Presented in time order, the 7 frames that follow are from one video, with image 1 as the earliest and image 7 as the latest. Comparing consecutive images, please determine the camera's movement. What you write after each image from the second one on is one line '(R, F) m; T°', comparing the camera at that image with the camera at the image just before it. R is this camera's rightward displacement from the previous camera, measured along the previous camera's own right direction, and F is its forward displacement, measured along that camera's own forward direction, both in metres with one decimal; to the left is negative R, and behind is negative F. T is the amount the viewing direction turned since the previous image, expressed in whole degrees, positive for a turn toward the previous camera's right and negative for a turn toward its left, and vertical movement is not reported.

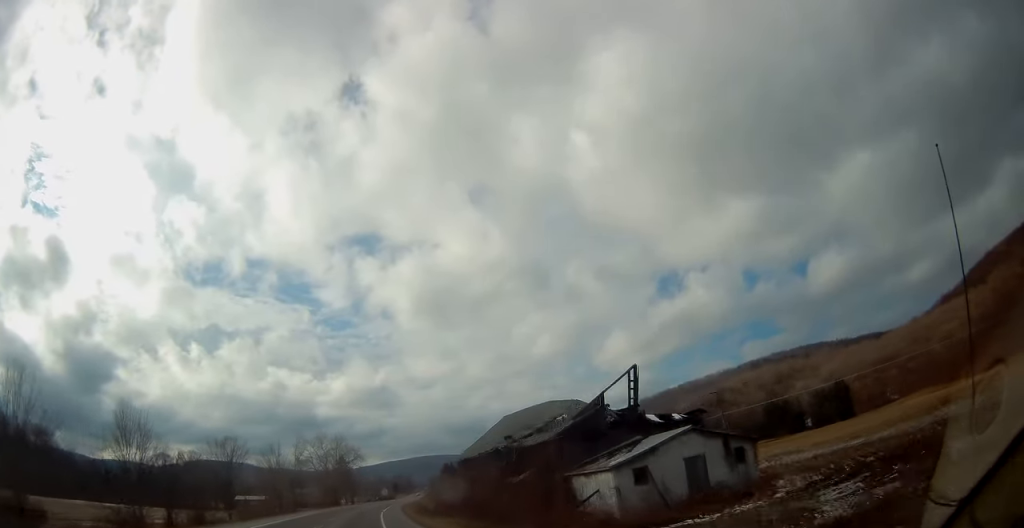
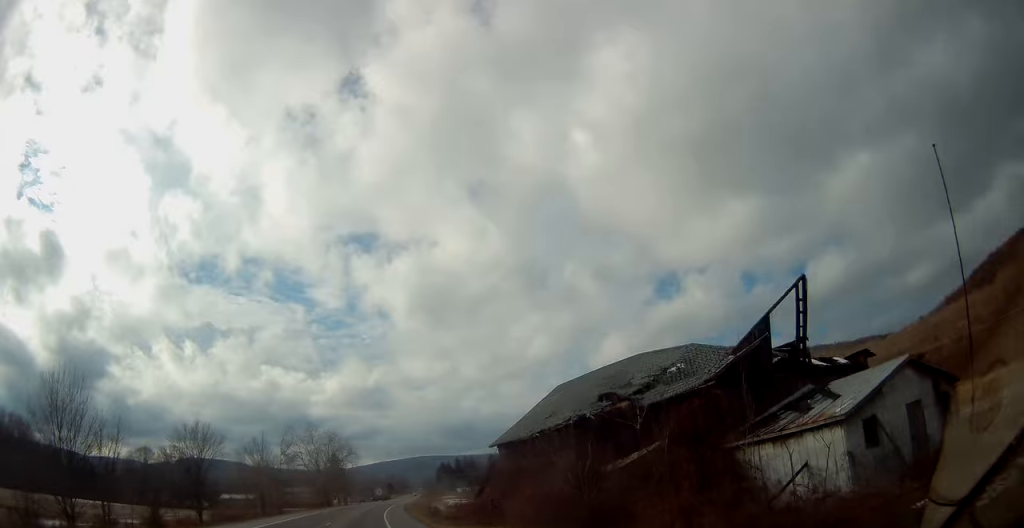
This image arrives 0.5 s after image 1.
(0.0, +13.8) m; +1°
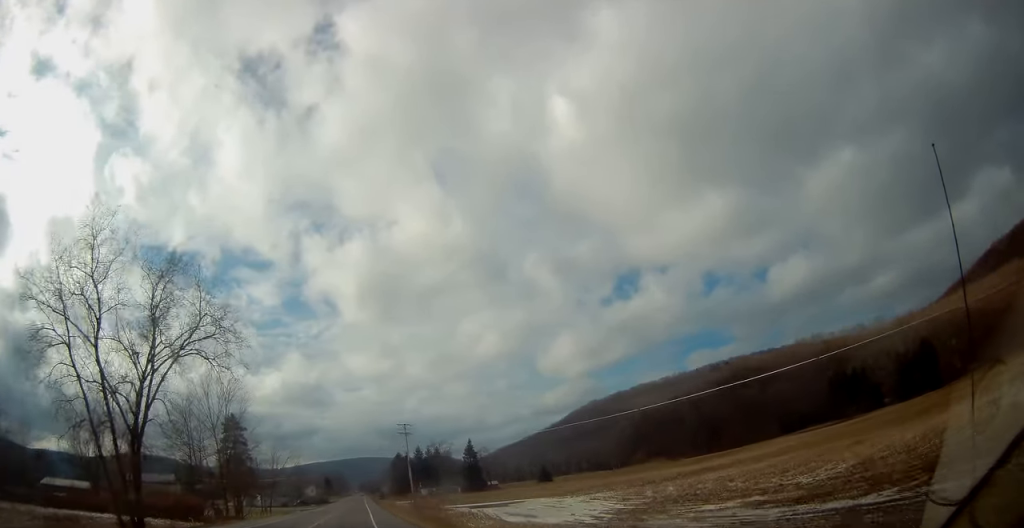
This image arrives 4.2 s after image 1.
(+6.4, +95.3) m; +6°
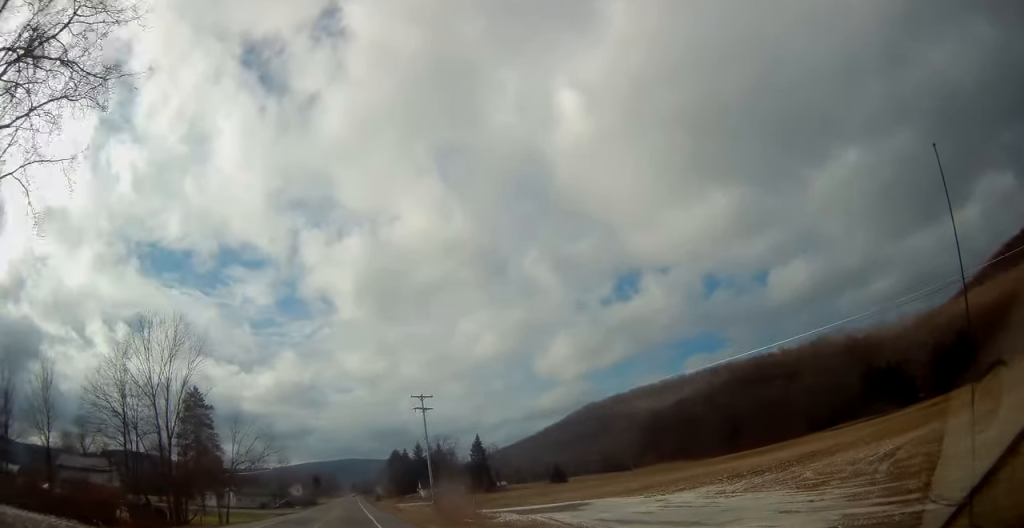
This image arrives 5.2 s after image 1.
(+0.1, +25.8) m; +1°
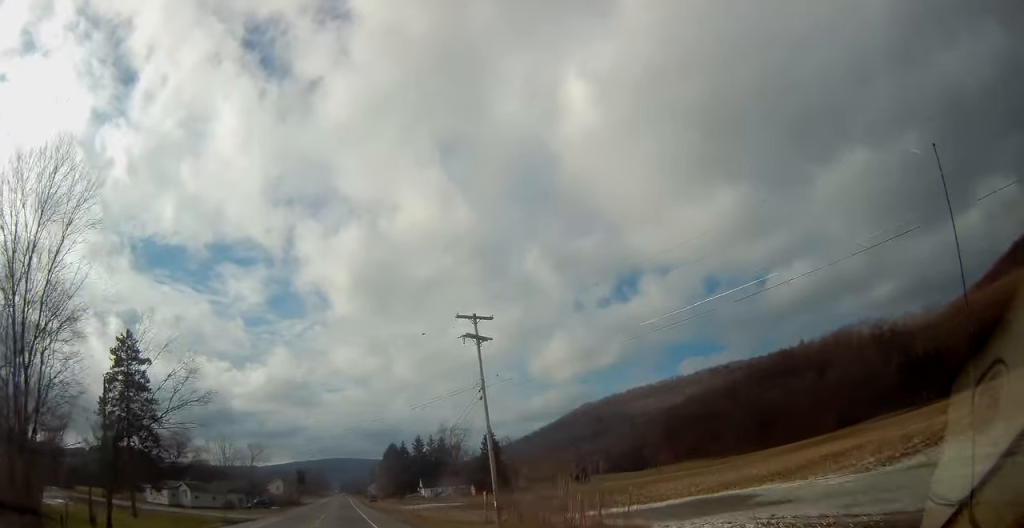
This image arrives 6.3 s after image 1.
(+0.4, +28.4) m; +1°
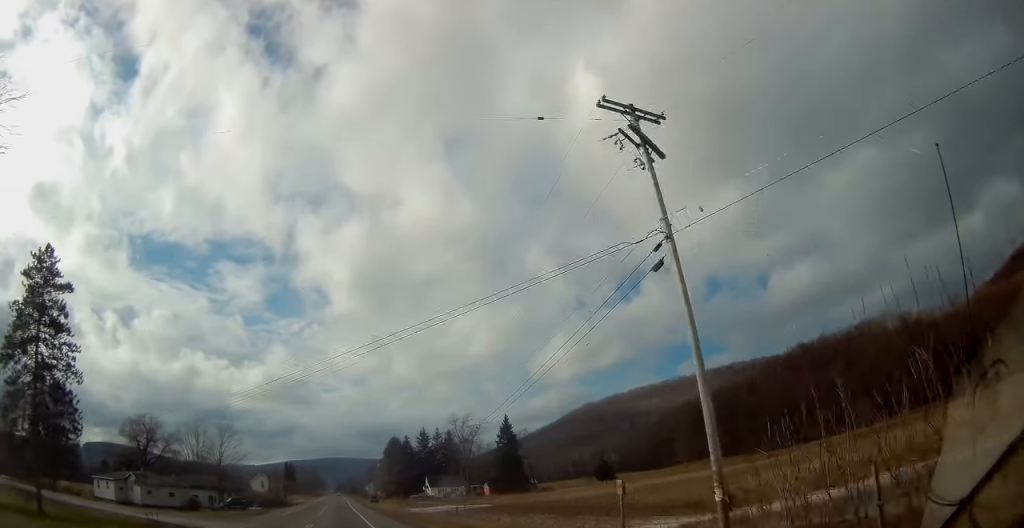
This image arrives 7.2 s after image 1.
(0.0, +21.4) m; 0°
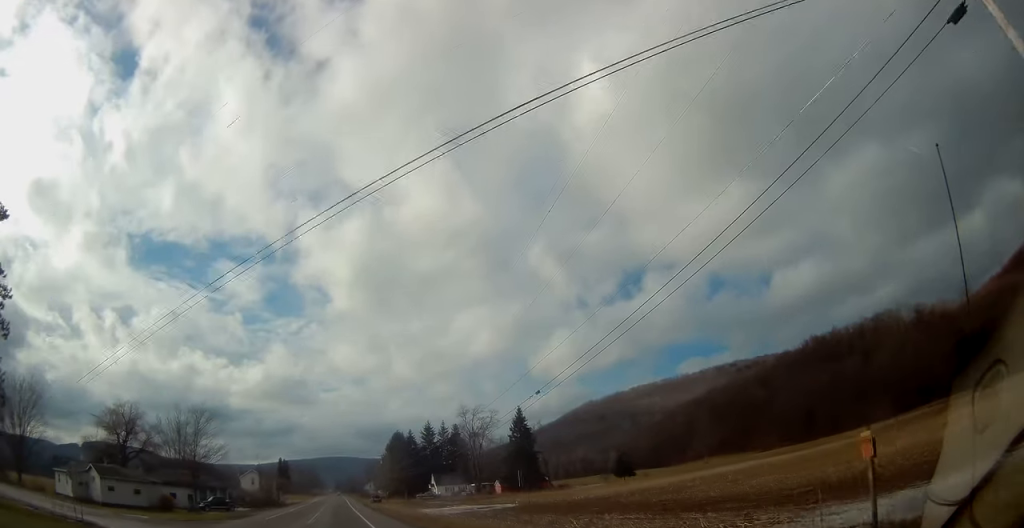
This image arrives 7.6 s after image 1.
(-0.1, +12.0) m; 0°
